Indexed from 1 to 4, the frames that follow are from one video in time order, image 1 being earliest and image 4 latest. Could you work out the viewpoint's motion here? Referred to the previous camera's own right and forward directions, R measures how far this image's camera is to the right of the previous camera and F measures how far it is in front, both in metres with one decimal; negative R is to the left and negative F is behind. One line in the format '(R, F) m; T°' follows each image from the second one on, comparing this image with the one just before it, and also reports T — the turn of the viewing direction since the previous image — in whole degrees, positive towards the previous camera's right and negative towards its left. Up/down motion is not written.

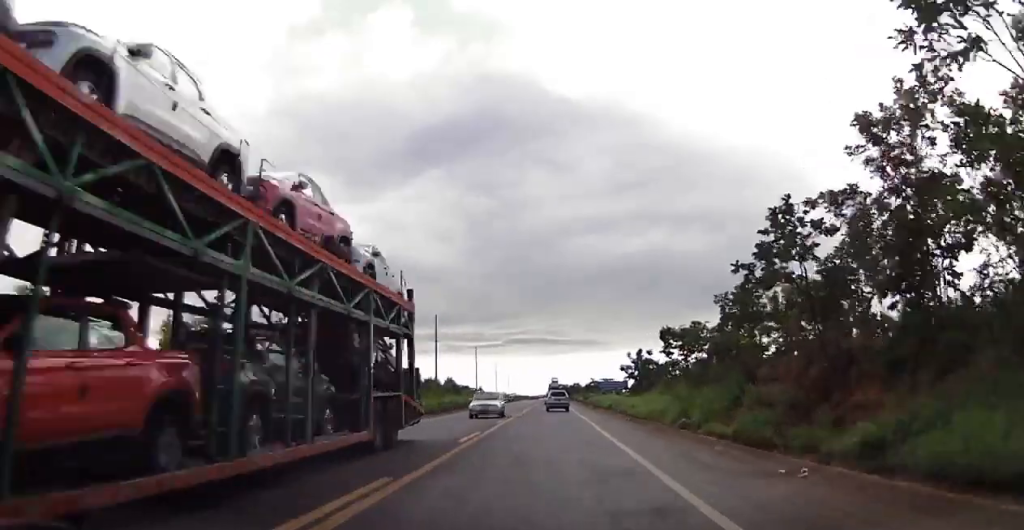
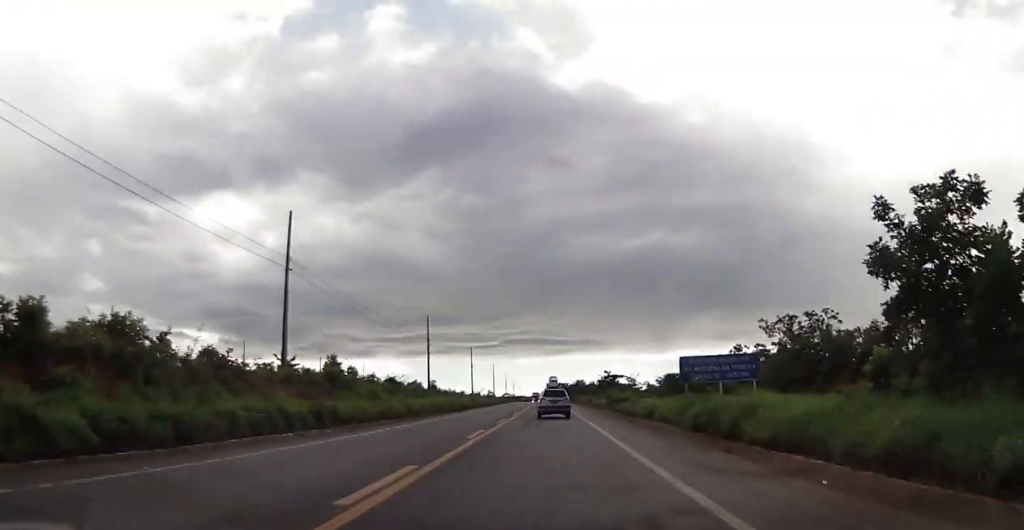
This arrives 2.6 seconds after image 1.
(-0.1, +45.0) m; -1°
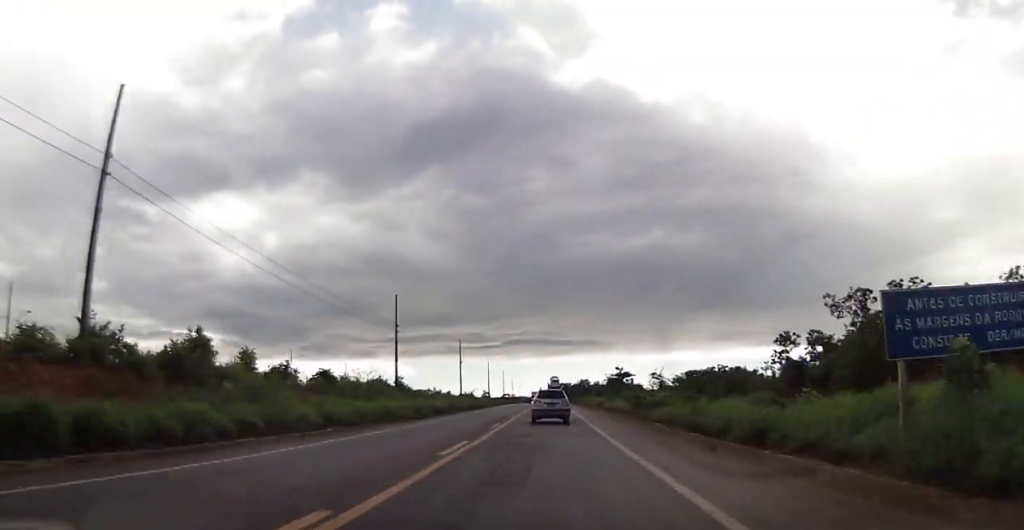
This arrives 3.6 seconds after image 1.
(-0.3, +16.0) m; +1°
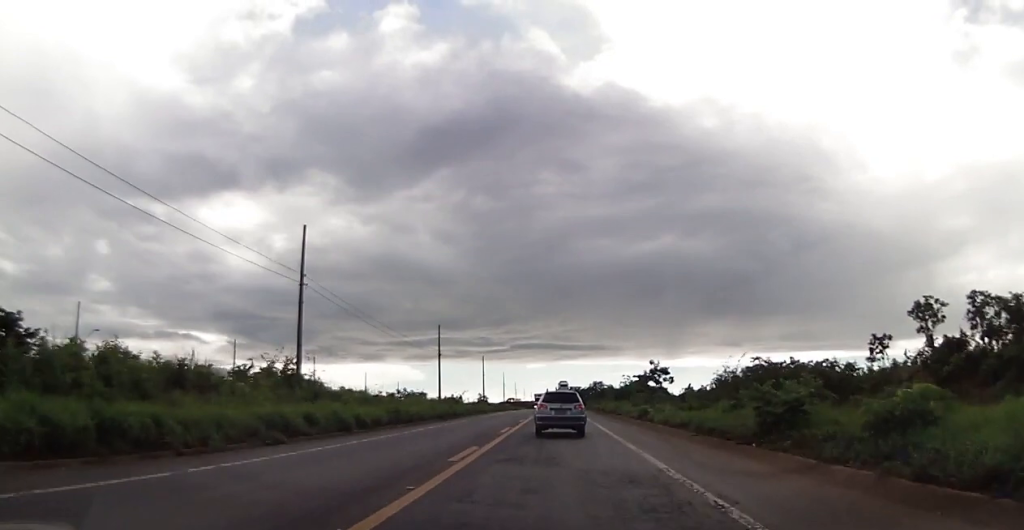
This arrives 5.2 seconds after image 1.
(+0.5, +24.2) m; 0°
